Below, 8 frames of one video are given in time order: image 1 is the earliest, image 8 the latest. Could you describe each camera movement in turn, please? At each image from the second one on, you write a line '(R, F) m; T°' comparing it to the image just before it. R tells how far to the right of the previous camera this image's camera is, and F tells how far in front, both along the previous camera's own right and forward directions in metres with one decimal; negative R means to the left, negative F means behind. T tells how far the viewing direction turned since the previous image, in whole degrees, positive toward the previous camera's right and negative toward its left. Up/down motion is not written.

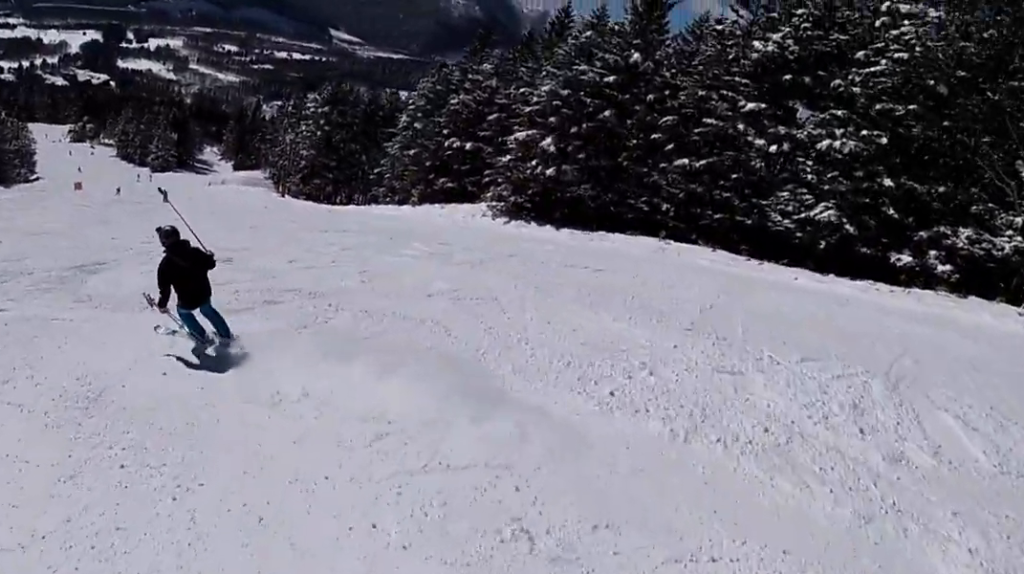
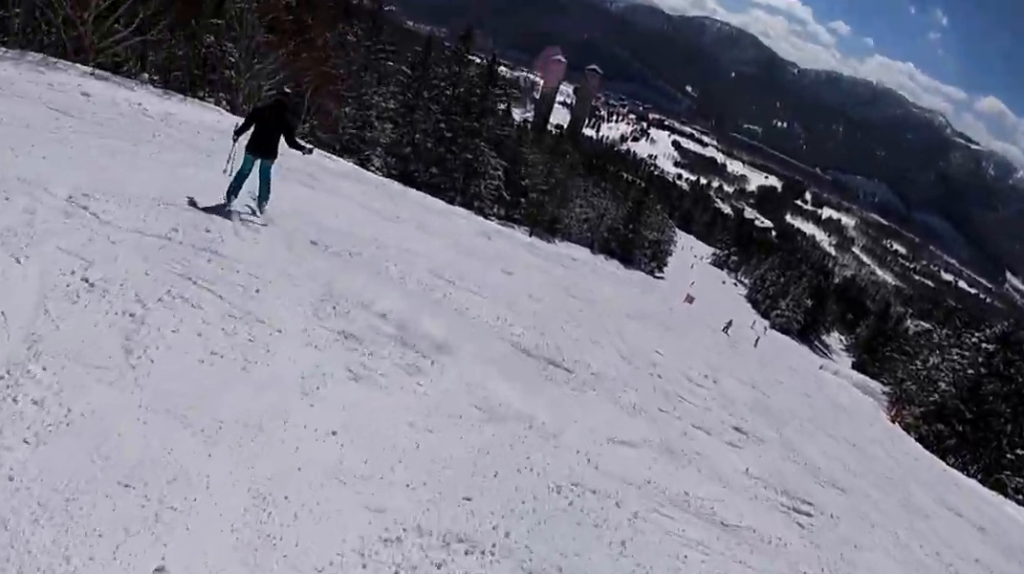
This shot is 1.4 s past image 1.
(-3.0, +7.2) m; -34°
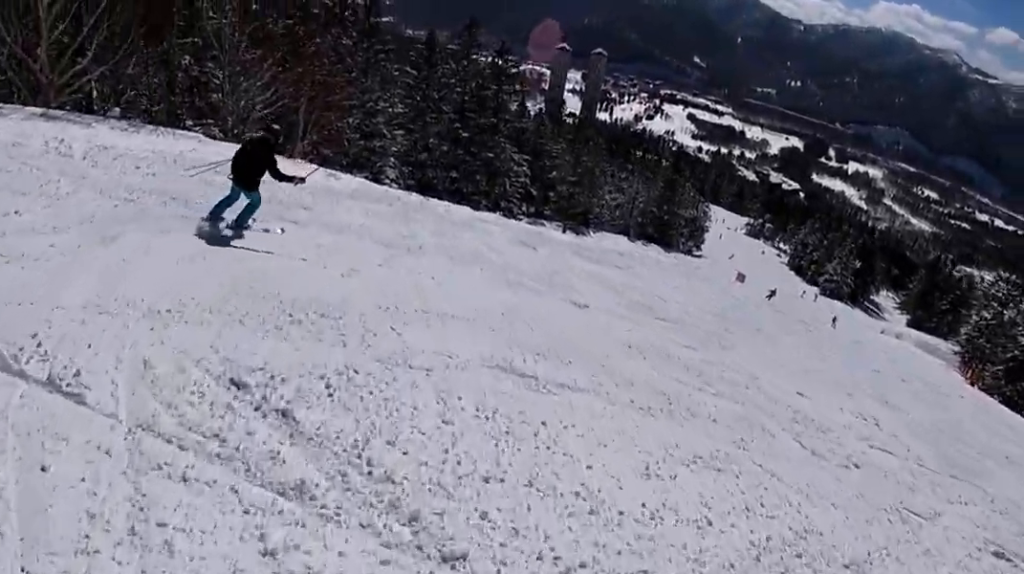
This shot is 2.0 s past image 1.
(+0.1, +4.2) m; +15°
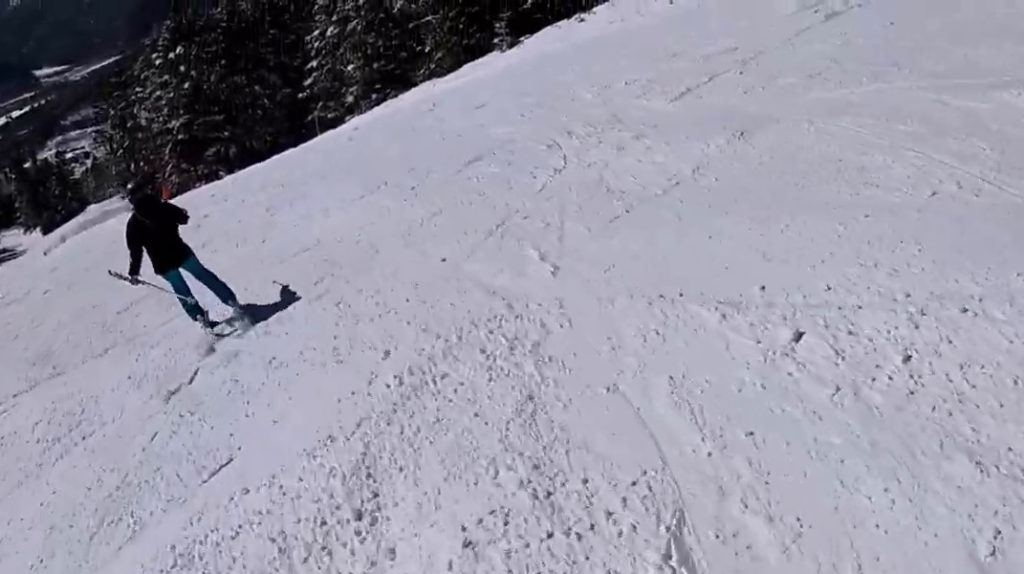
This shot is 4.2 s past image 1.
(+5.8, +12.7) m; +28°
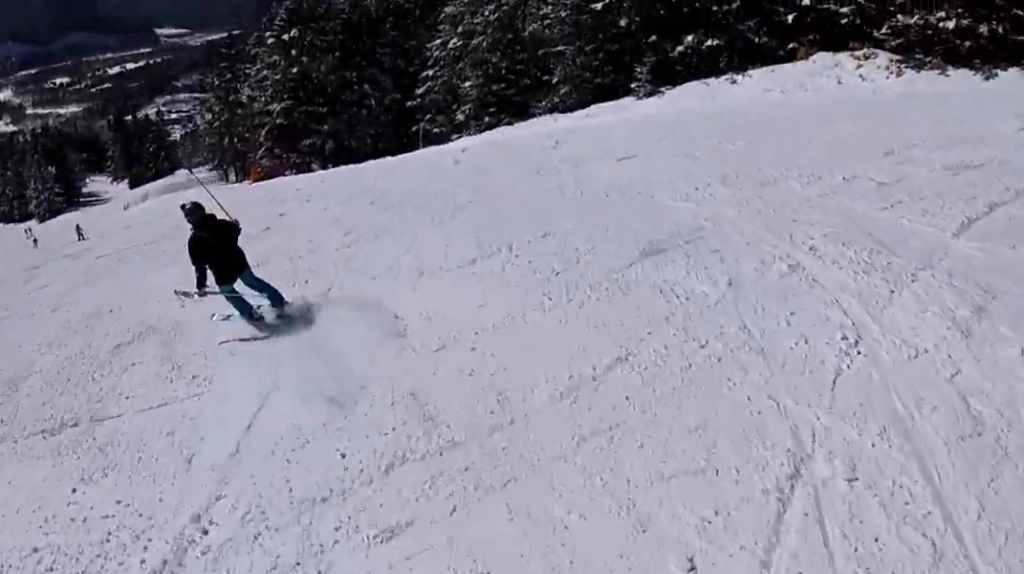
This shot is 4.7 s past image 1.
(-0.1, +2.8) m; -7°
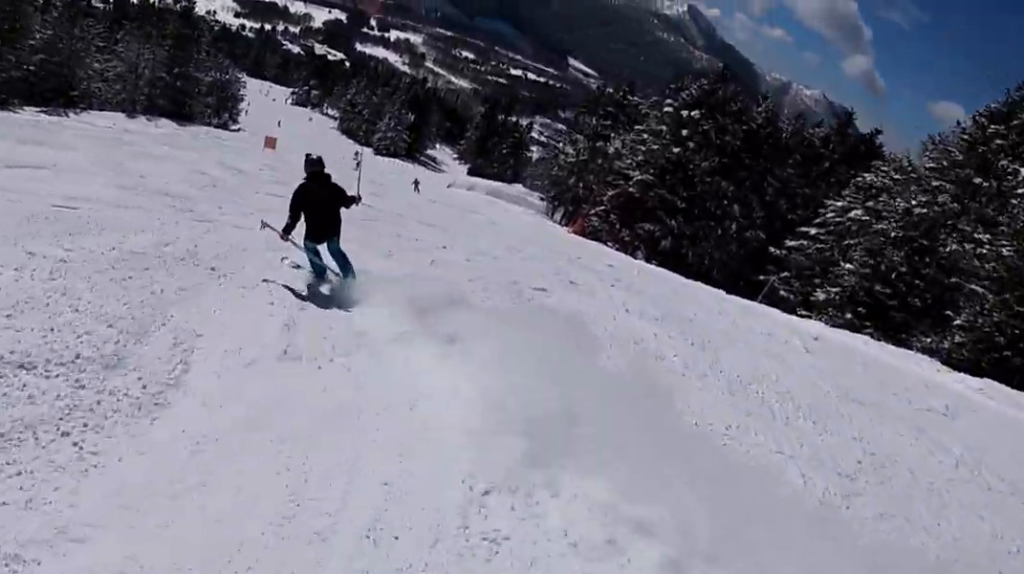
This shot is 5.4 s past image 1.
(+0.1, +4.7) m; -17°
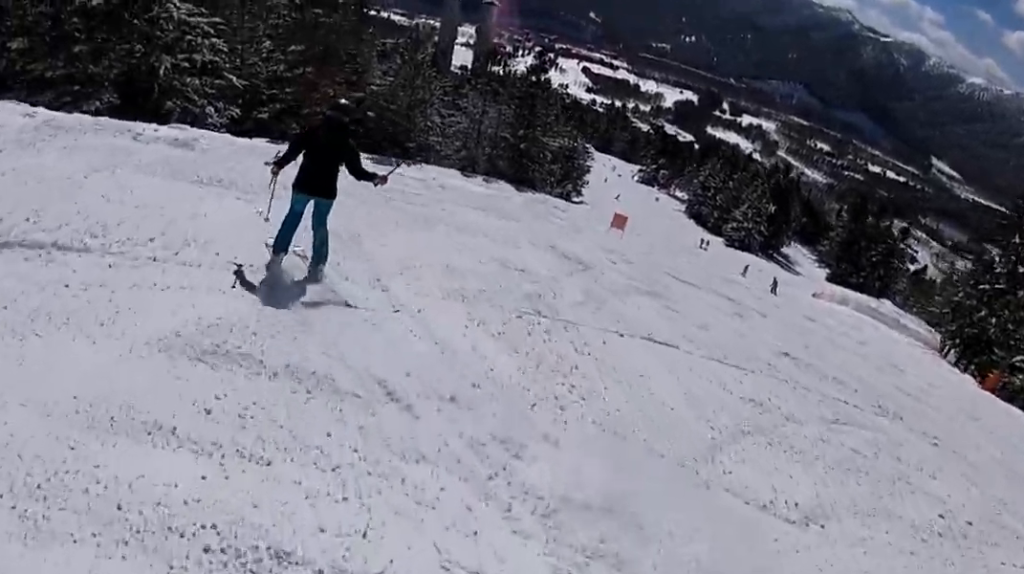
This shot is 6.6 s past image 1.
(-2.3, +7.9) m; -6°
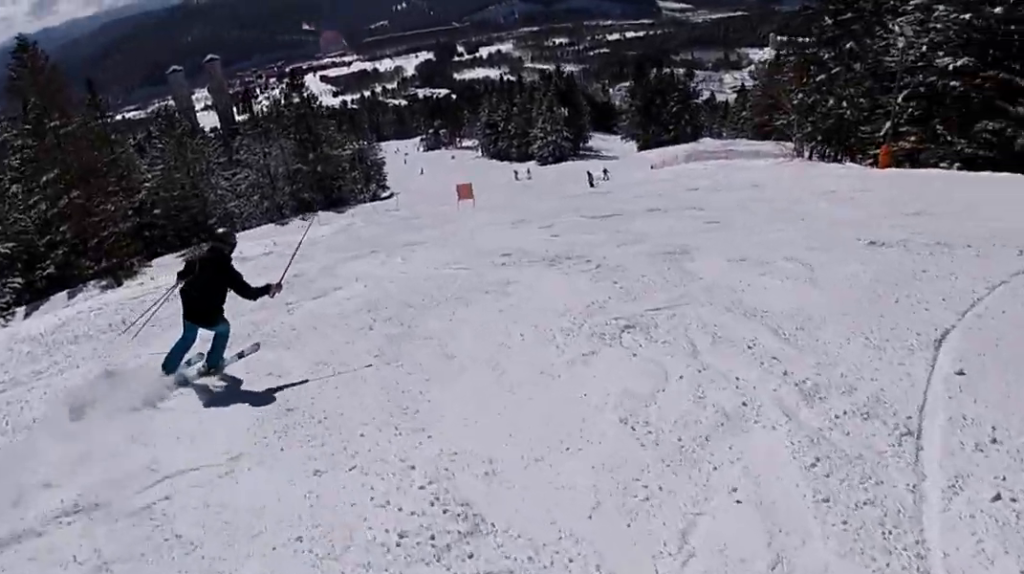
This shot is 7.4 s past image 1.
(+0.5, +5.3) m; +17°
